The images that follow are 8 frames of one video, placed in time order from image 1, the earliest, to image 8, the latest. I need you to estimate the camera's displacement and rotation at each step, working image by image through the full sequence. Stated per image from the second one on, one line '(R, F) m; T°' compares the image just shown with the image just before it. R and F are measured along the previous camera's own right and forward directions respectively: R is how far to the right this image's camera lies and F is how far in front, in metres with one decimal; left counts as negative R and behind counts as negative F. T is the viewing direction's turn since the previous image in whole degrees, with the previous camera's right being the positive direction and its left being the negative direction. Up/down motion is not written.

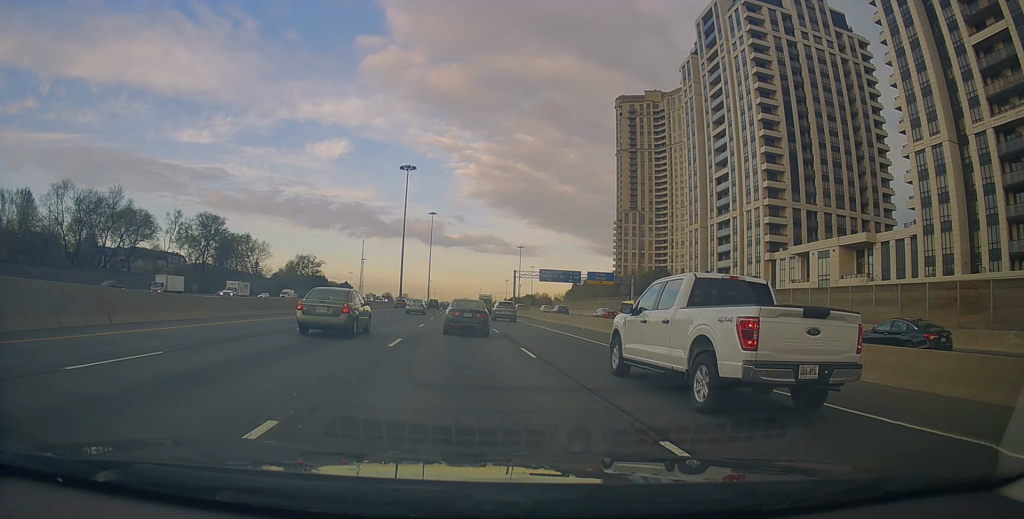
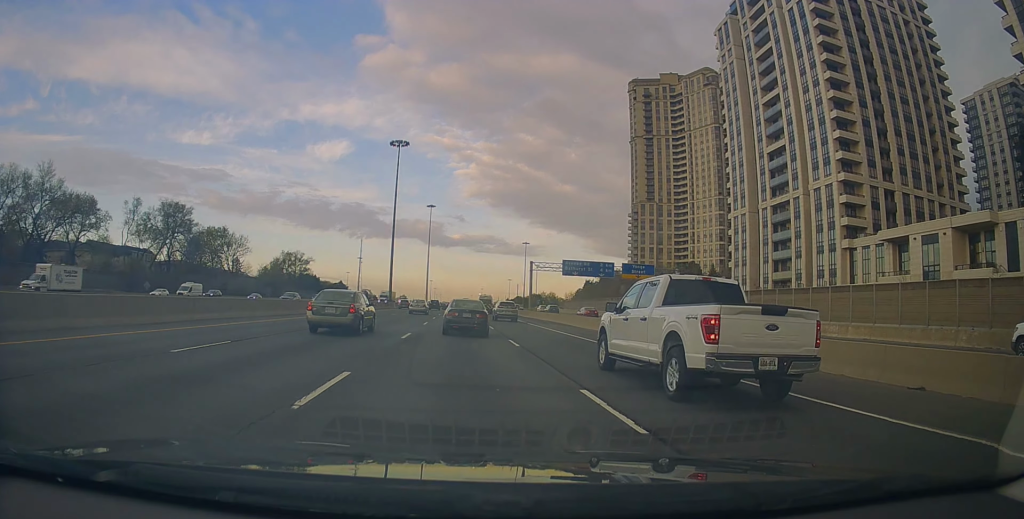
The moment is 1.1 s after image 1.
(+0.1, +20.9) m; 0°
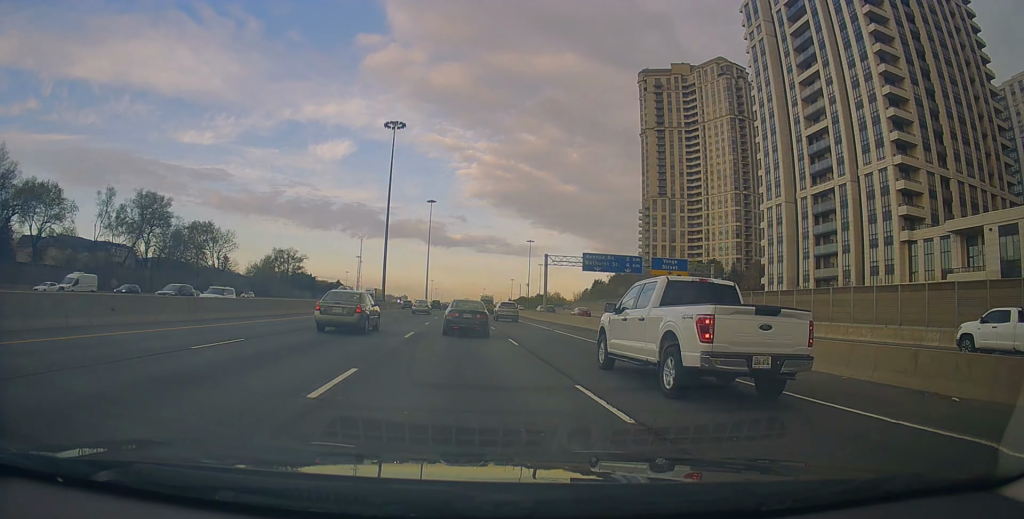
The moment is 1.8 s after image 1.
(-0.1, +11.5) m; 0°
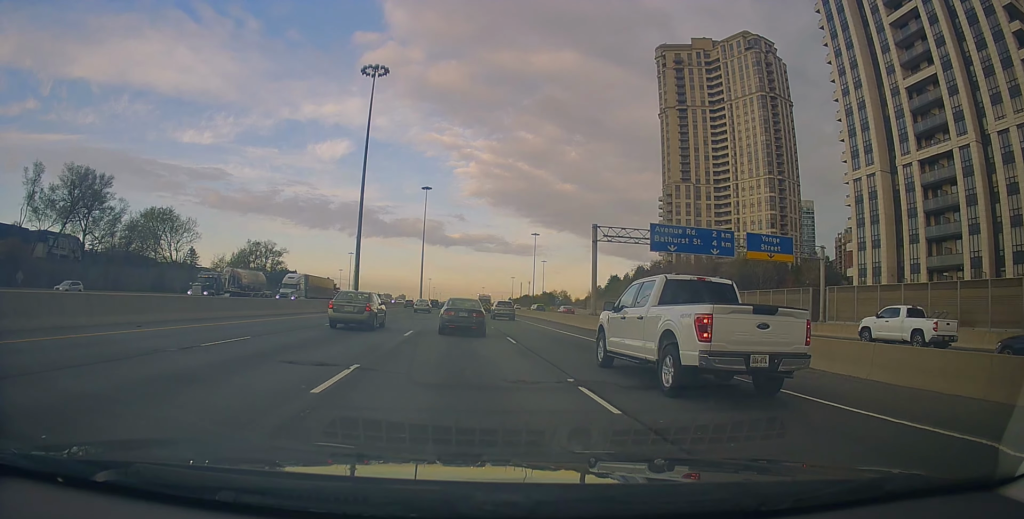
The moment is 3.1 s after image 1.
(+0.2, +23.7) m; 0°
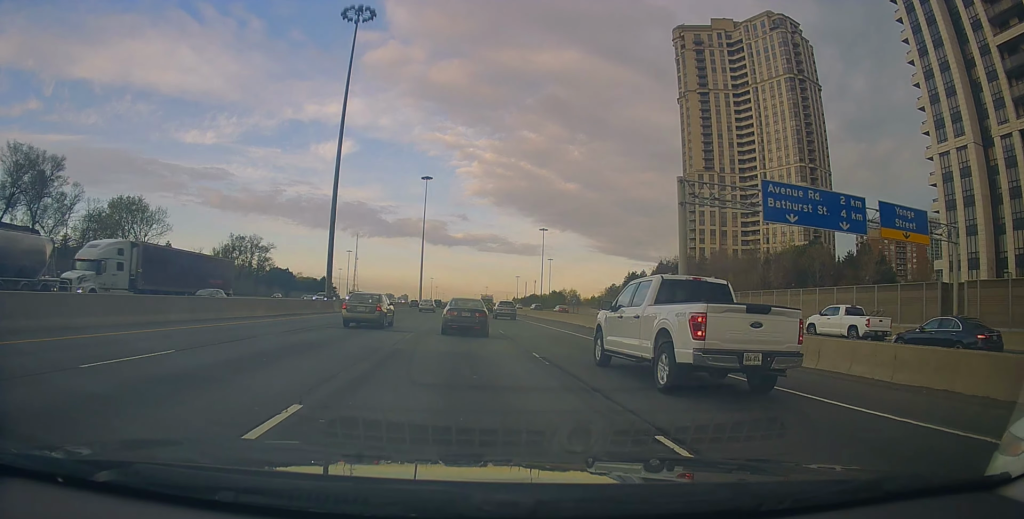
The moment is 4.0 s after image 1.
(-0.1, +16.8) m; -1°
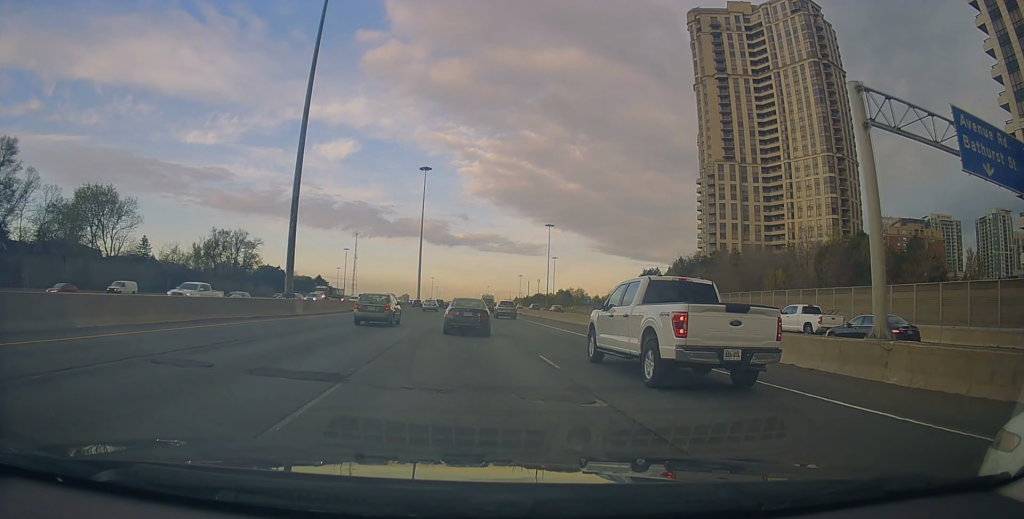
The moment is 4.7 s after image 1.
(-0.1, +13.3) m; 0°
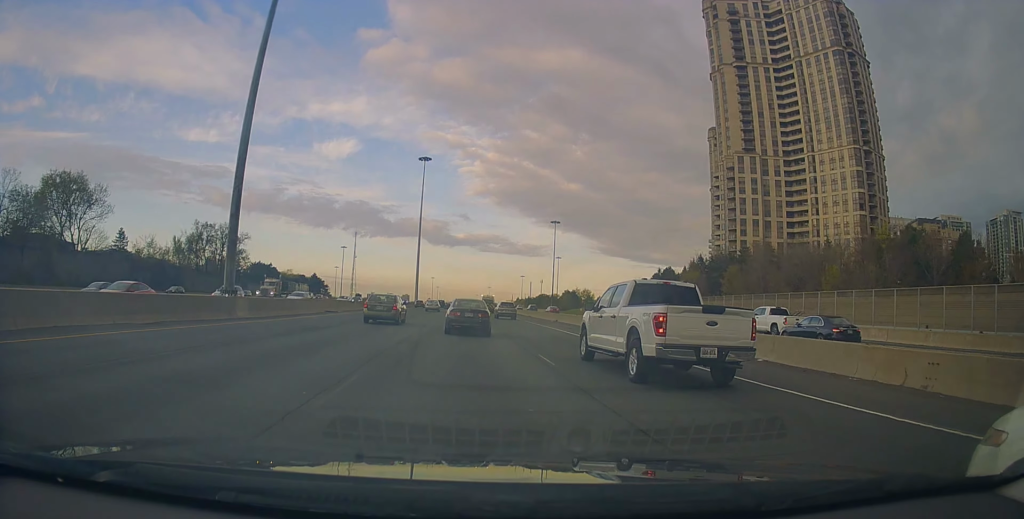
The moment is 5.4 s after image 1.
(-0.2, +11.4) m; +1°
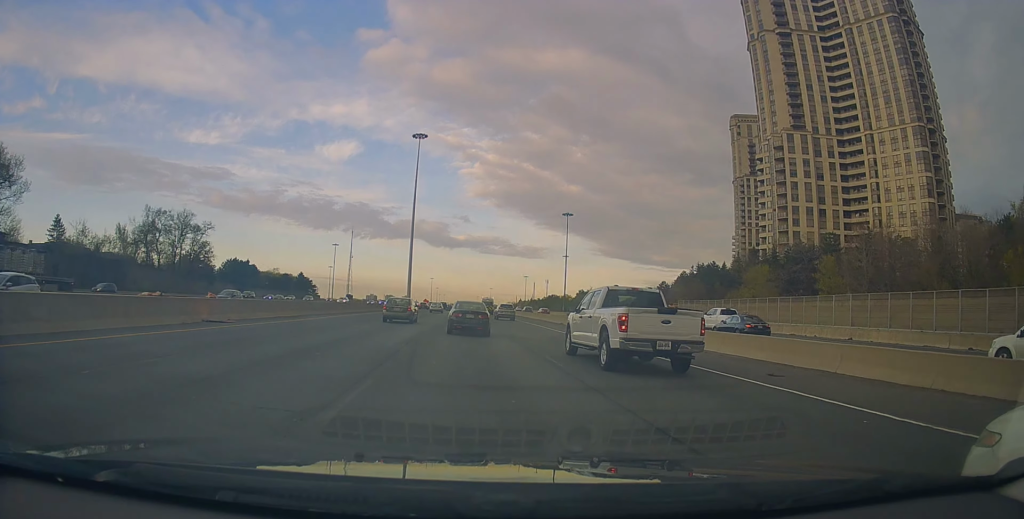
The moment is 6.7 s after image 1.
(+0.5, +24.1) m; +1°
